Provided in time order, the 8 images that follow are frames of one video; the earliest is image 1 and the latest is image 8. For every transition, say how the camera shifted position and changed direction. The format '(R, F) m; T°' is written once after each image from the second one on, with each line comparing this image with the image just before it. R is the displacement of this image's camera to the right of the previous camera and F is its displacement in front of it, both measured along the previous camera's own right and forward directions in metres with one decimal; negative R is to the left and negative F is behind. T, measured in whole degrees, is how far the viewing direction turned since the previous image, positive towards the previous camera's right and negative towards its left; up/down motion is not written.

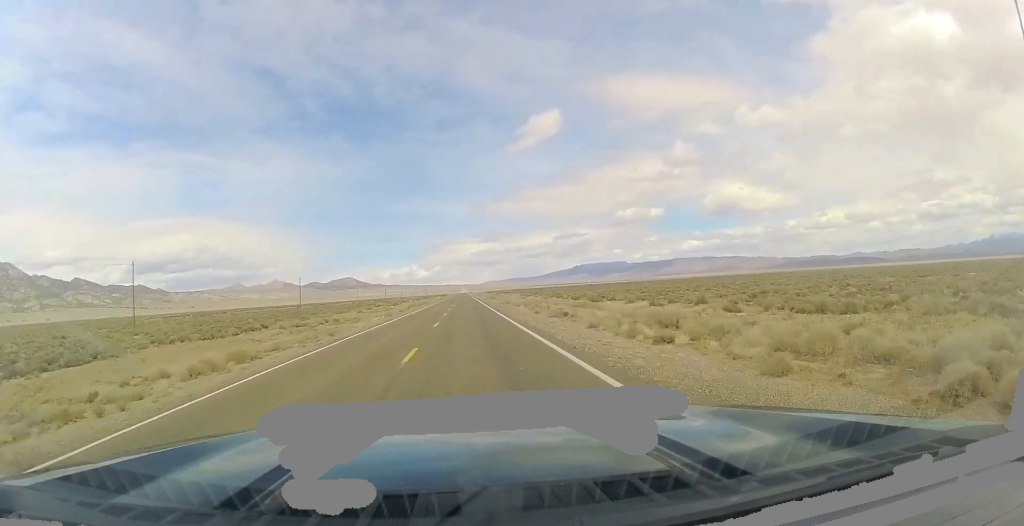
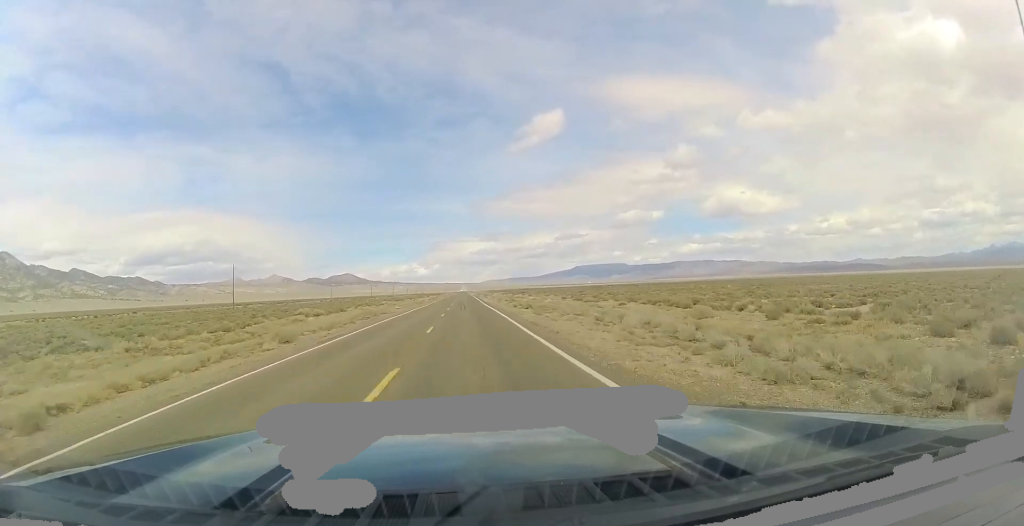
(-0.9, +58.8) m; -1°
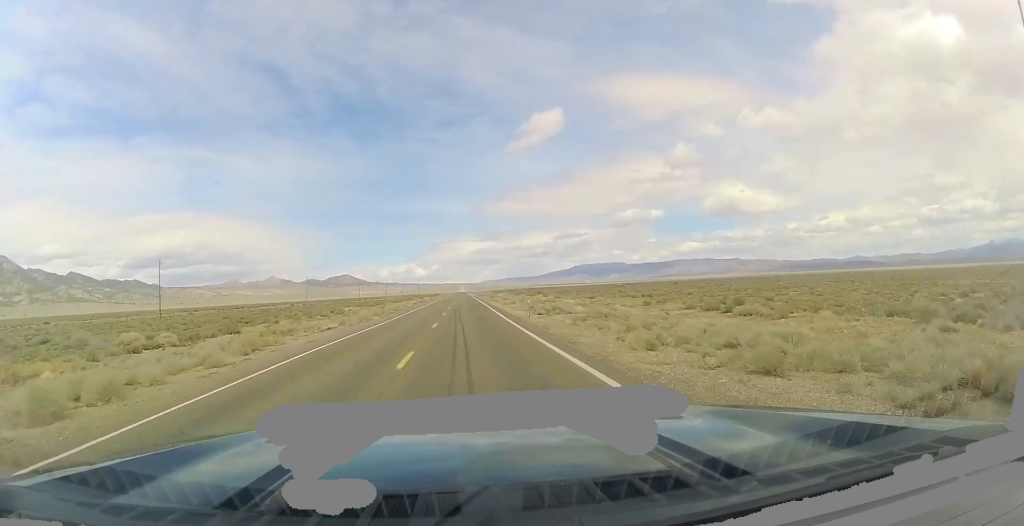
(+0.3, +37.0) m; +1°
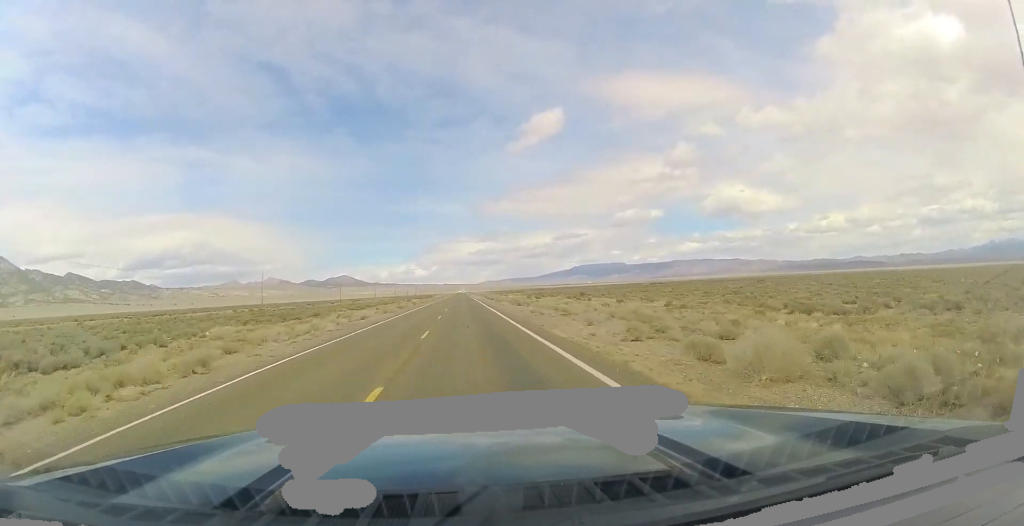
(+0.2, +47.3) m; 0°
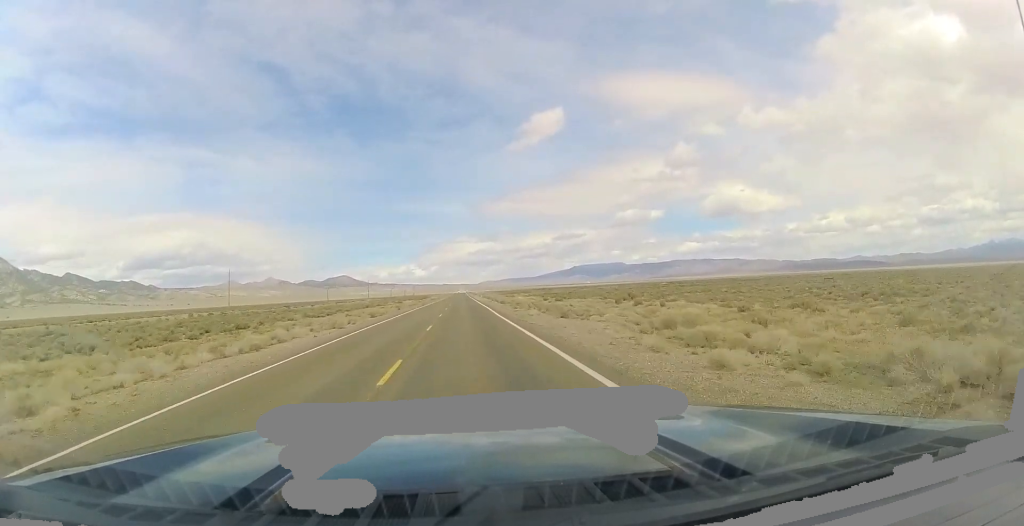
(0.0, +23.6) m; 0°
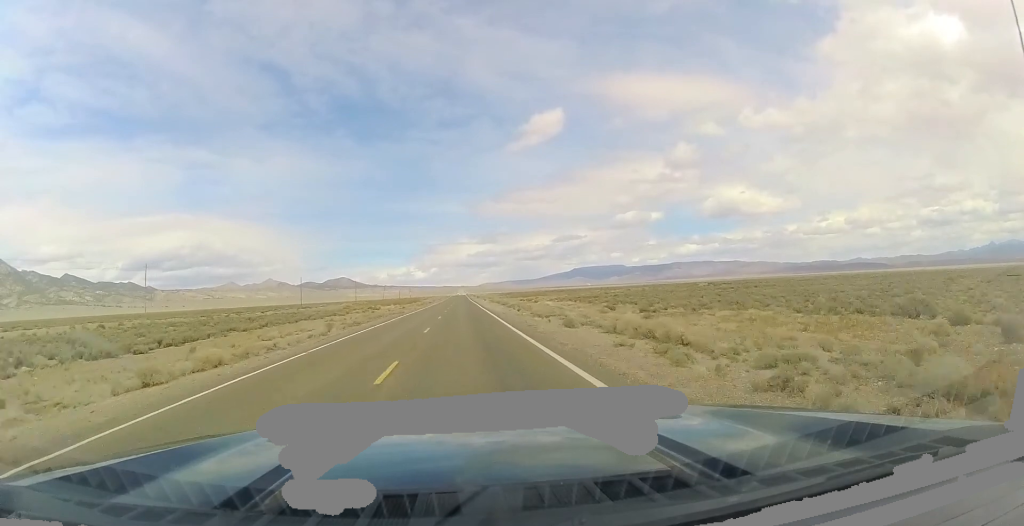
(+0.1, +40.6) m; 0°
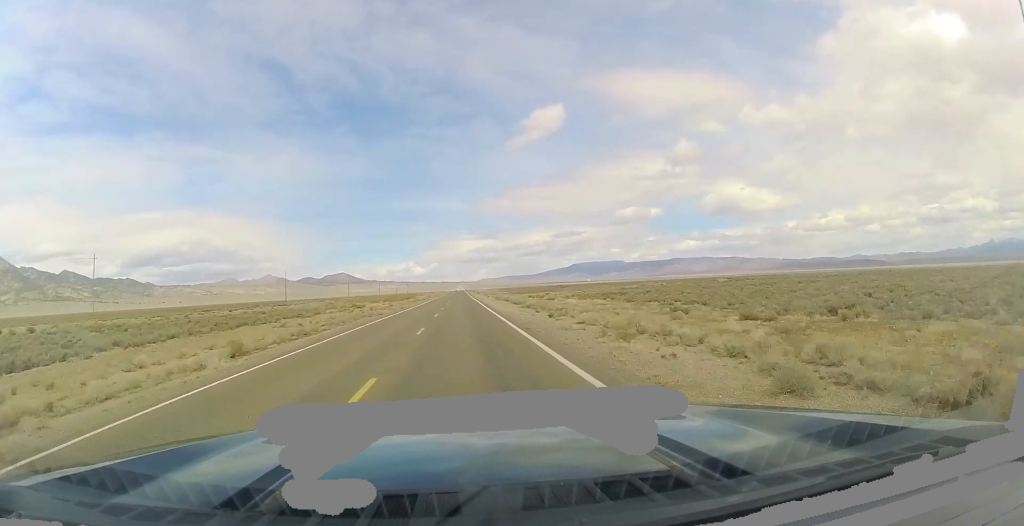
(-0.1, +16.9) m; 0°
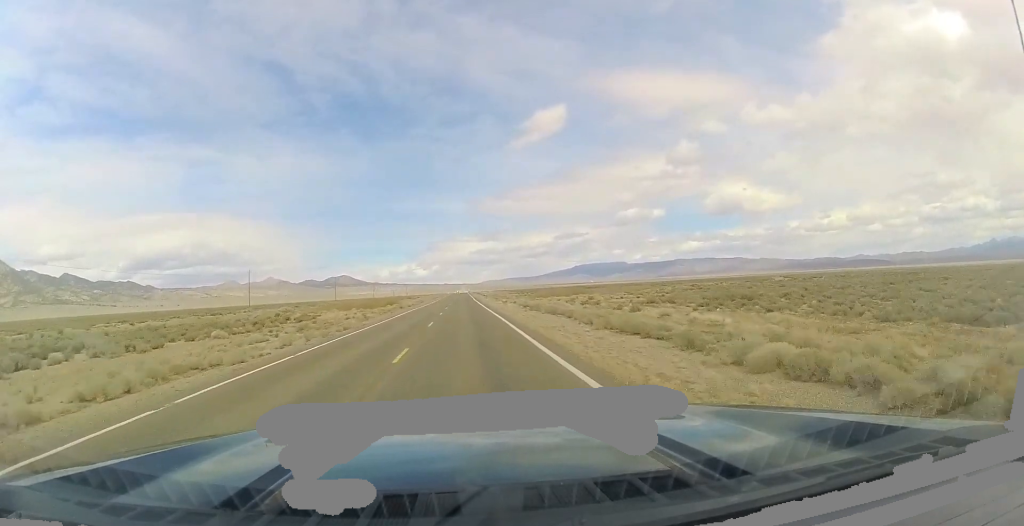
(-0.3, +34.8) m; 0°
